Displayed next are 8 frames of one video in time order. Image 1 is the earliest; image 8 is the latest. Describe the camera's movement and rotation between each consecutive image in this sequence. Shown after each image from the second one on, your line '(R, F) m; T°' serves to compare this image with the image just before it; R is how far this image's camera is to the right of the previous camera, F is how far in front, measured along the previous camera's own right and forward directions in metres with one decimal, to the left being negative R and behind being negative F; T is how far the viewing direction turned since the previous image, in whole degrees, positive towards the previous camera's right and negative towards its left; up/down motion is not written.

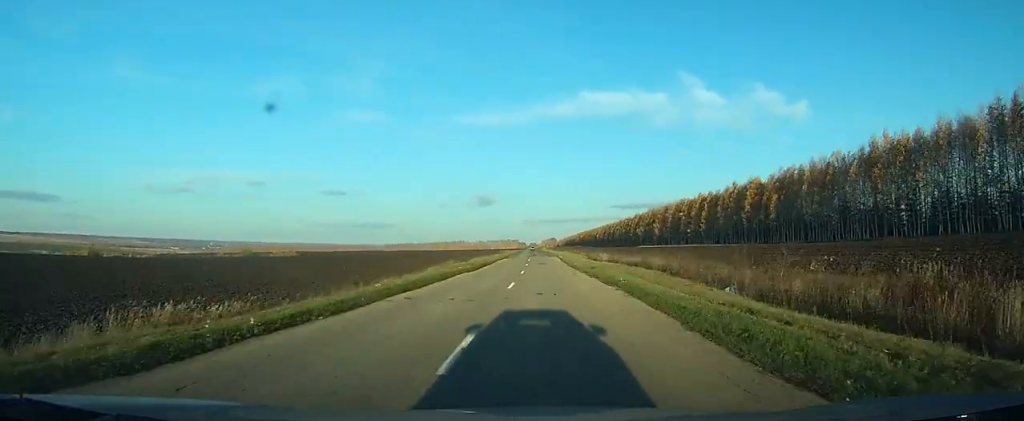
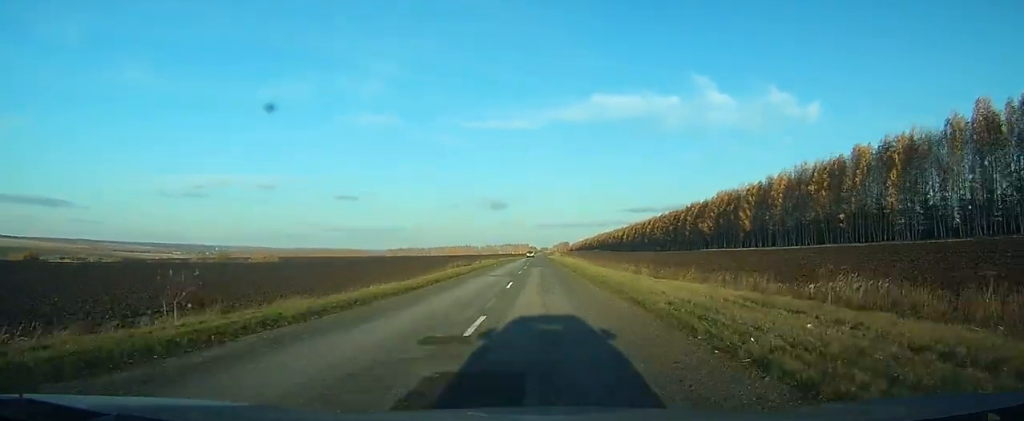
(-0.6, +88.4) m; -1°
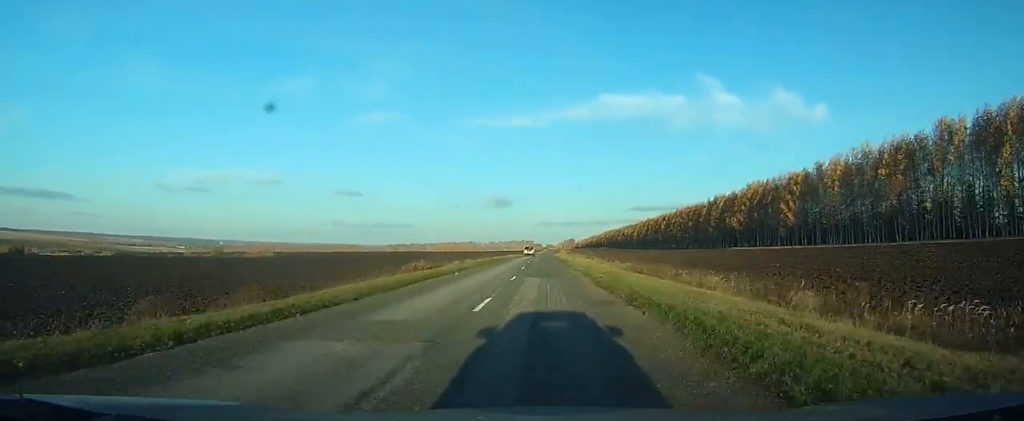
(-0.1, +20.8) m; 0°
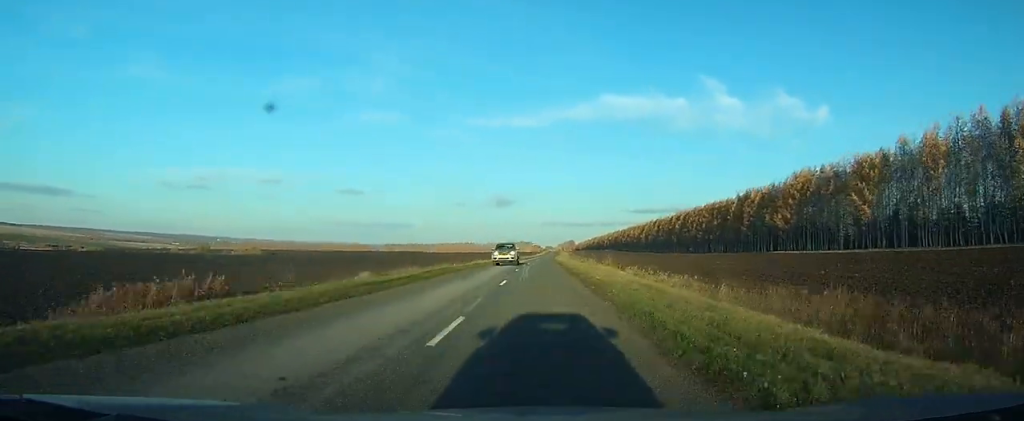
(0.0, +26.8) m; 0°
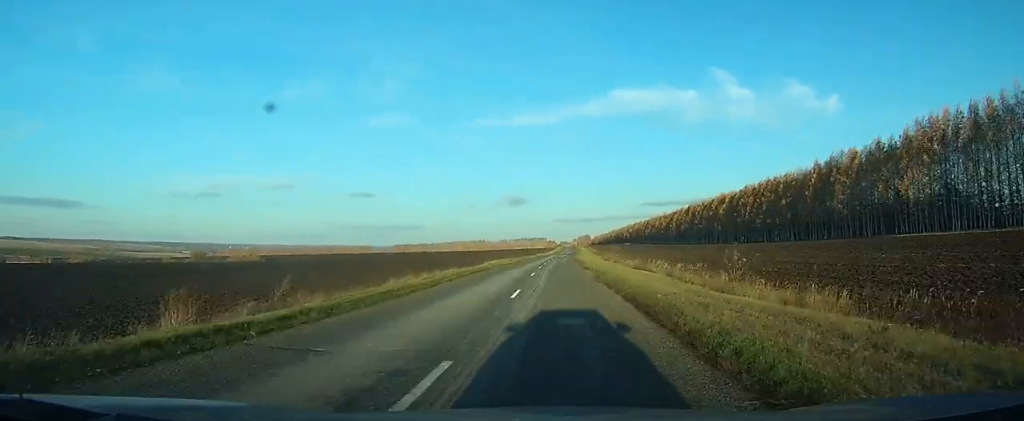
(0.0, +39.9) m; 0°
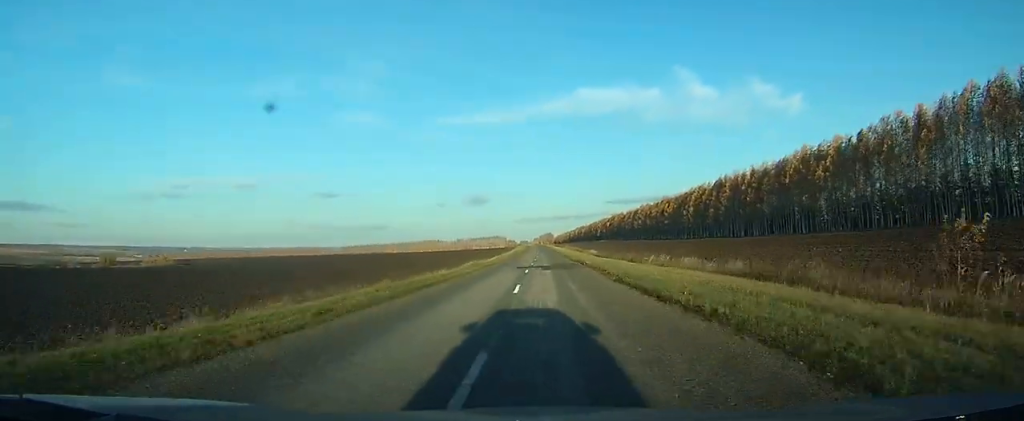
(+1.1, +85.1) m; +2°
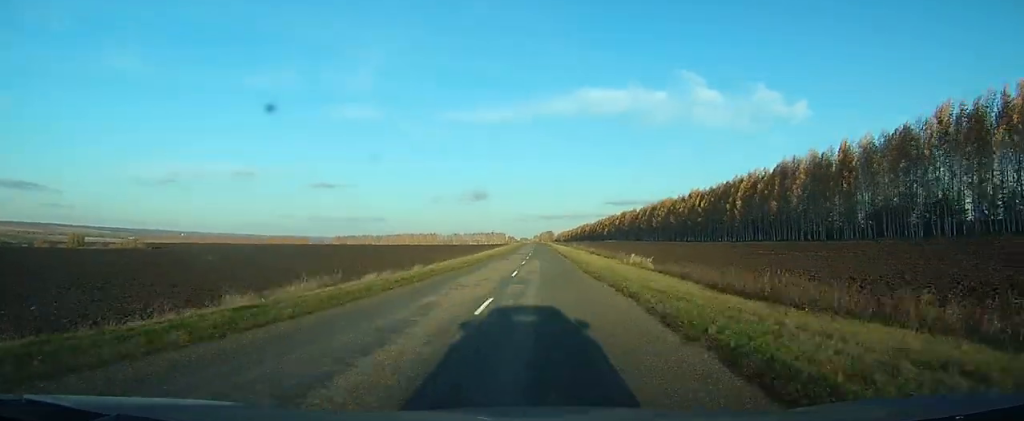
(+0.5, +41.3) m; 0°
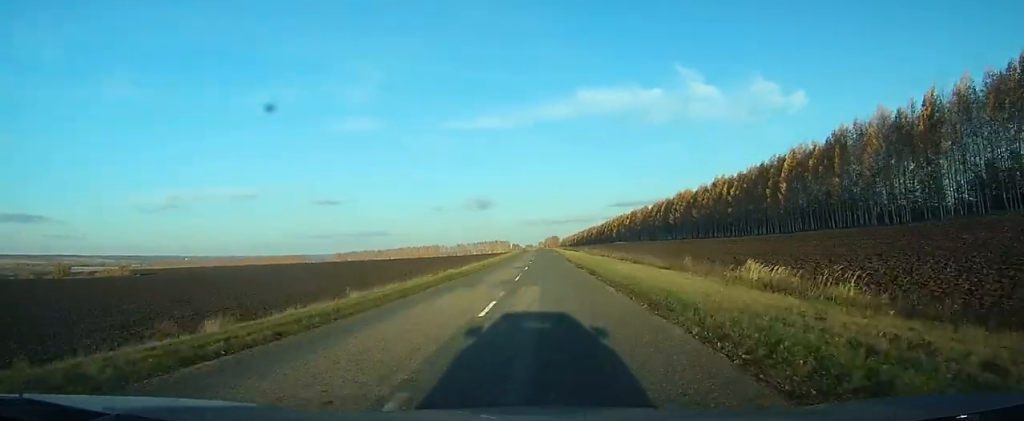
(-0.1, +22.9) m; 0°
